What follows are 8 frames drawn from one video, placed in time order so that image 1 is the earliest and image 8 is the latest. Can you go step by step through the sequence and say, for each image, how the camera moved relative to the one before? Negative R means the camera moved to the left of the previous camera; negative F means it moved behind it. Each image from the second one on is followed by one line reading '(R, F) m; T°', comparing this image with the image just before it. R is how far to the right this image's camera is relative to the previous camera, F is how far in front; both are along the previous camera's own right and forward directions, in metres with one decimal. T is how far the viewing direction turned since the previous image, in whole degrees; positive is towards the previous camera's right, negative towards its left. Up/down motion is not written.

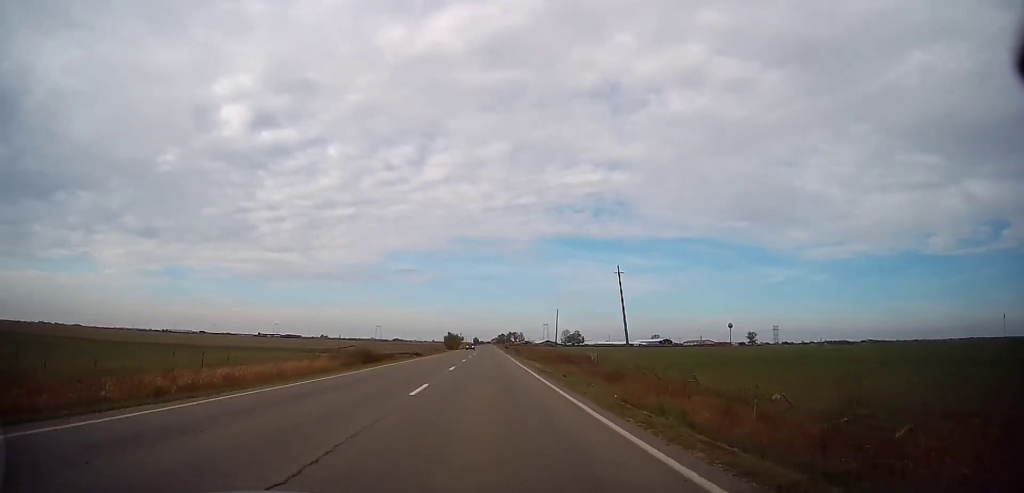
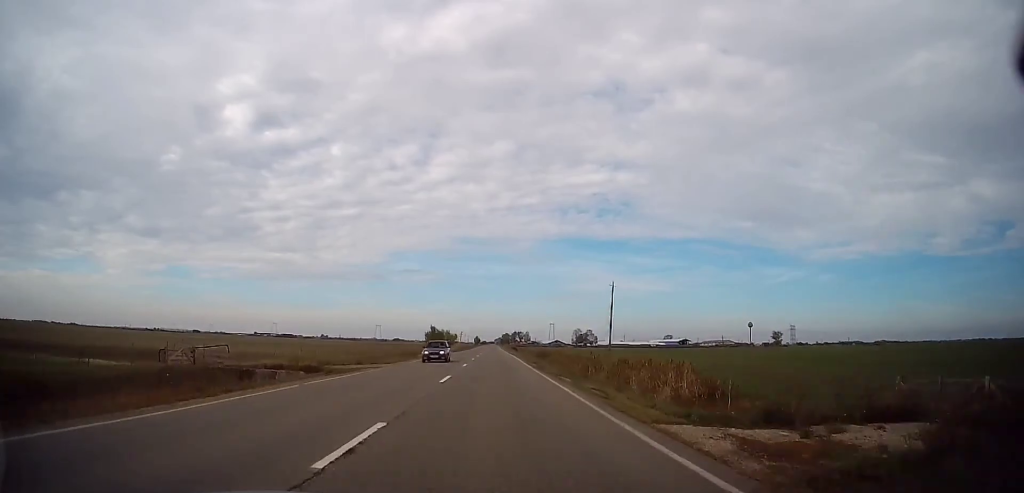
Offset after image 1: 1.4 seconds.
(-0.2, +41.3) m; 0°
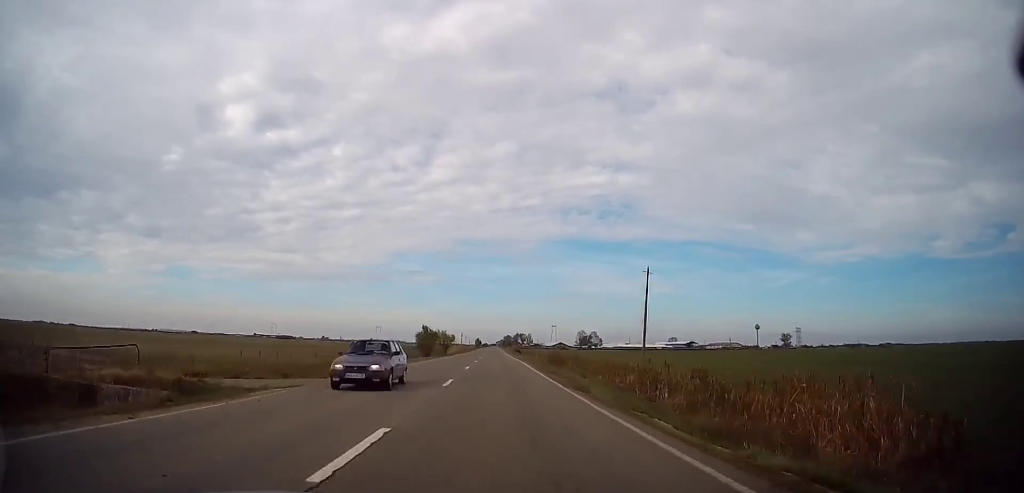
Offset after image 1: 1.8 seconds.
(0.0, +11.9) m; 0°
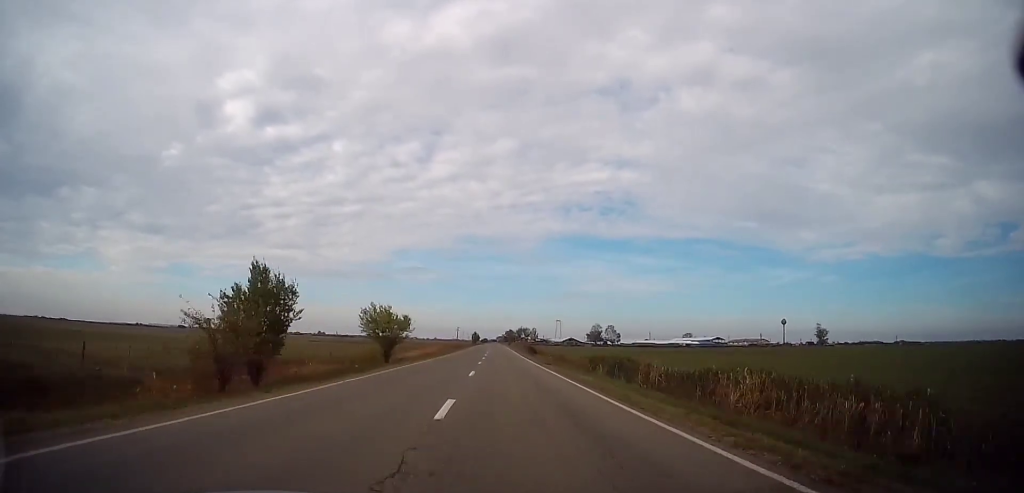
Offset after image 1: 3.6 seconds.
(+0.2, +53.0) m; +1°
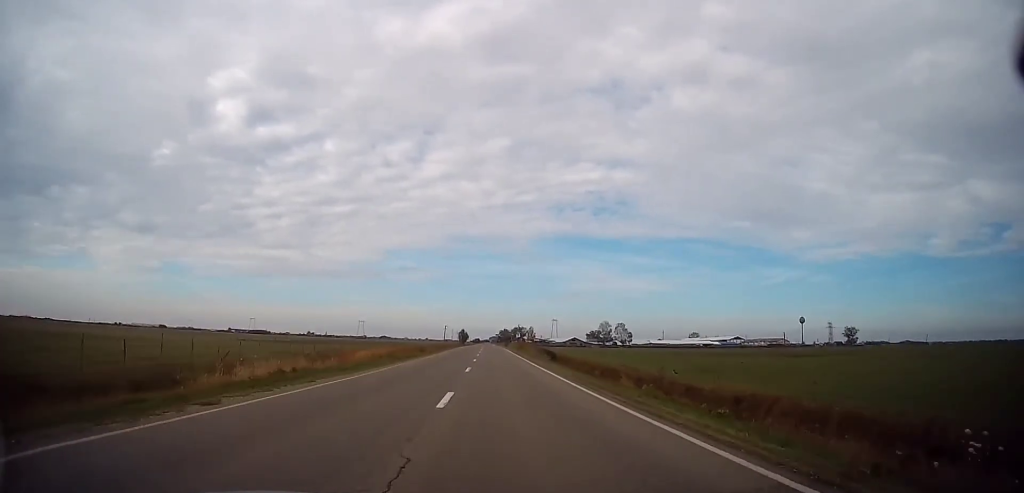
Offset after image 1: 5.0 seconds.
(+0.1, +44.1) m; -1°
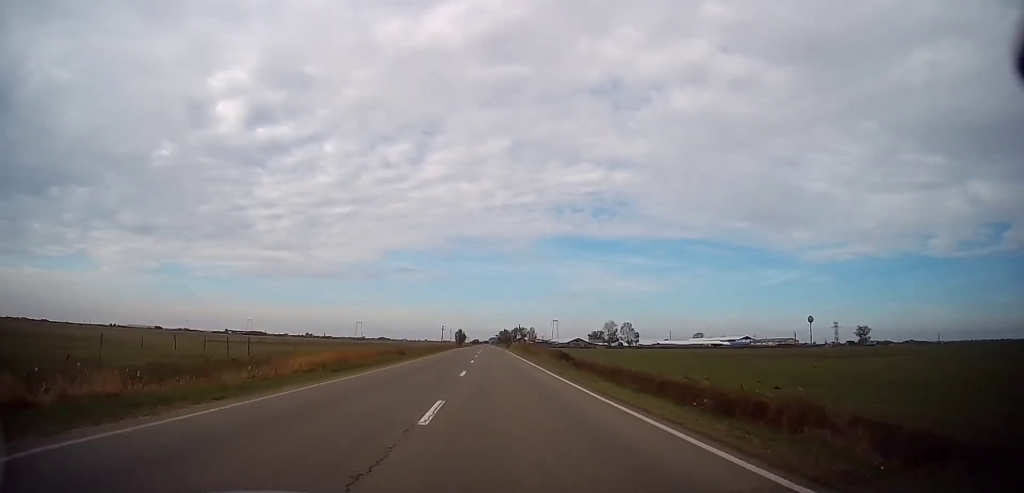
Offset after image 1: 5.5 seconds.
(0.0, +14.2) m; -1°
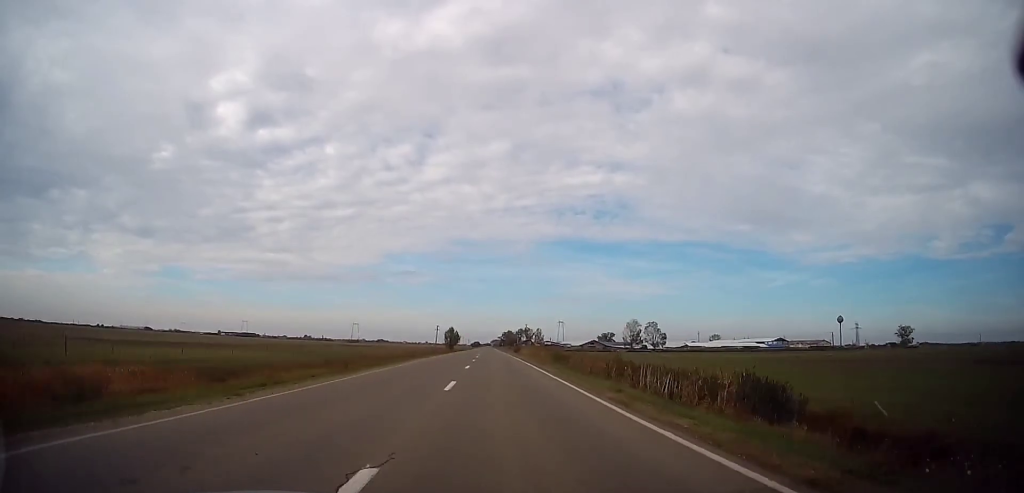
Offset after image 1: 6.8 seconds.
(-0.2, +40.3) m; +1°
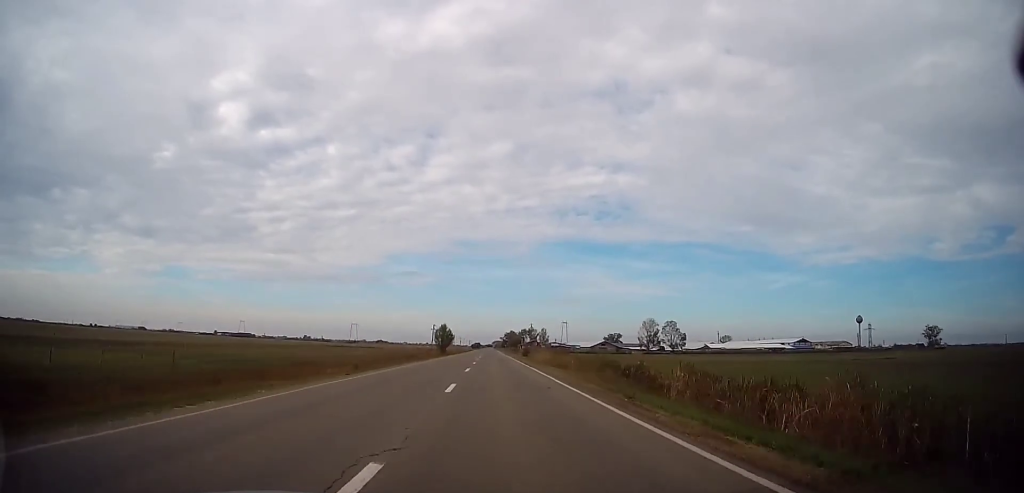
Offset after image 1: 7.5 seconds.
(+0.4, +23.0) m; 0°
